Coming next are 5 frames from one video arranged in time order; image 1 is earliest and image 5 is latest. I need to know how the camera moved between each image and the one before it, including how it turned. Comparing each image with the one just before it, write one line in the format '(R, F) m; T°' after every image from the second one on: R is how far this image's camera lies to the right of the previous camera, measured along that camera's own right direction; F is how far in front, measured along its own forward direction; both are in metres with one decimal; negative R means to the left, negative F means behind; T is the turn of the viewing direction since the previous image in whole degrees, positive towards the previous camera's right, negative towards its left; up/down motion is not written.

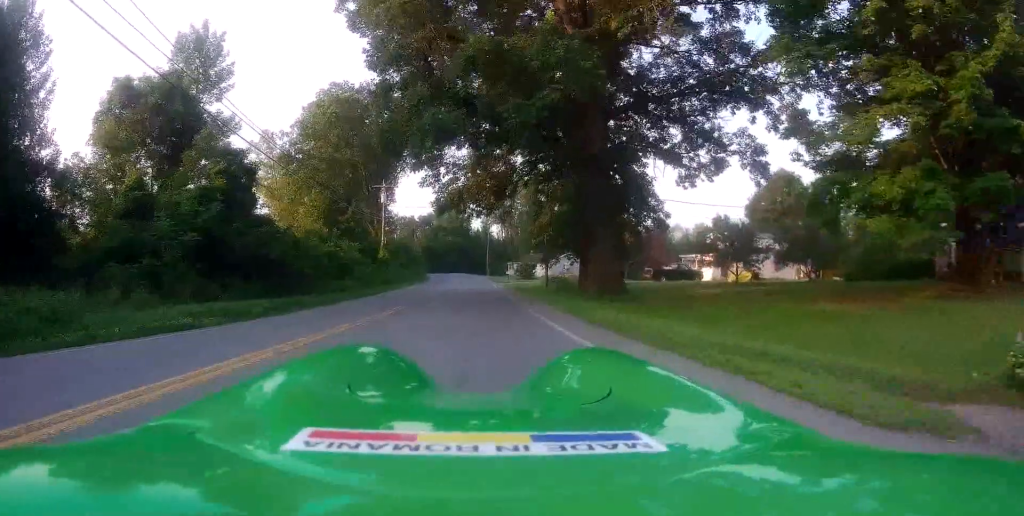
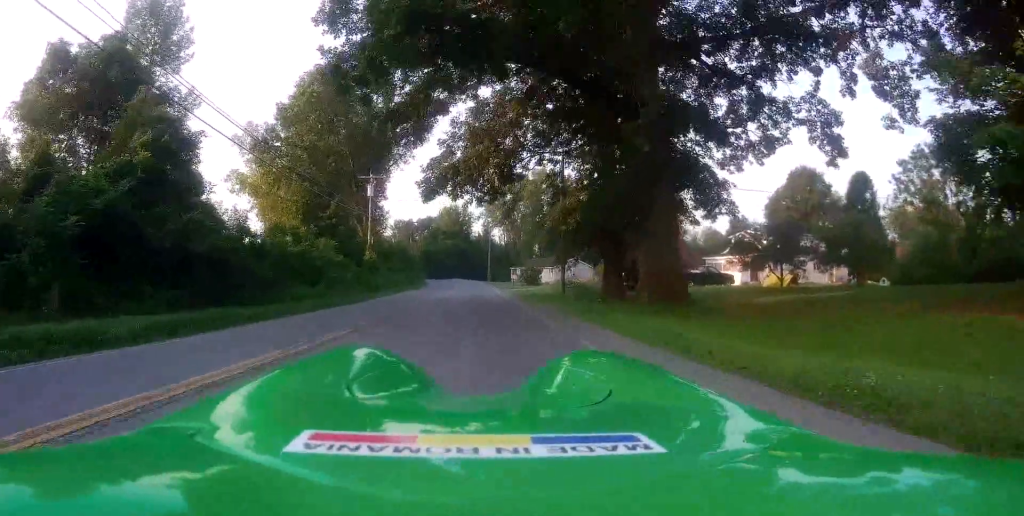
(+0.3, +7.4) m; +2°
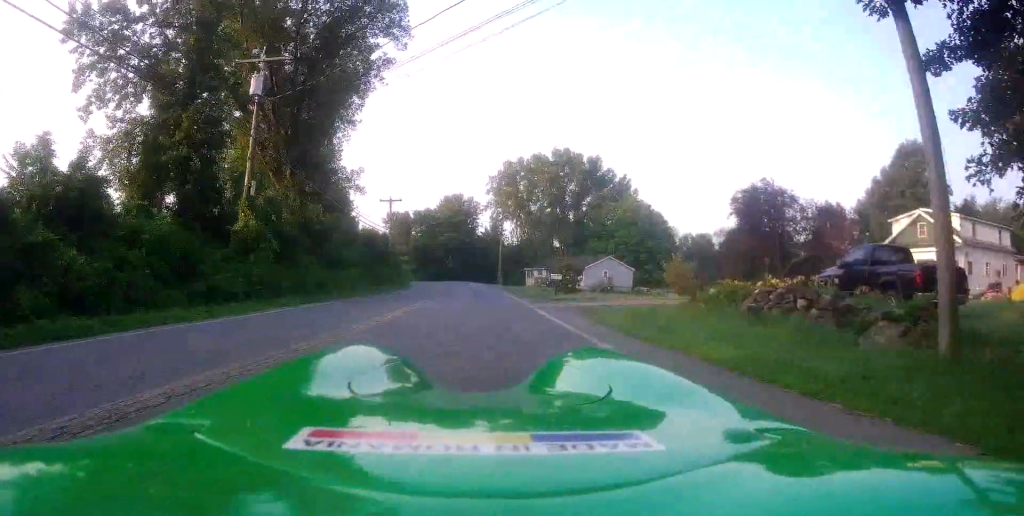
(-0.1, +27.1) m; -2°
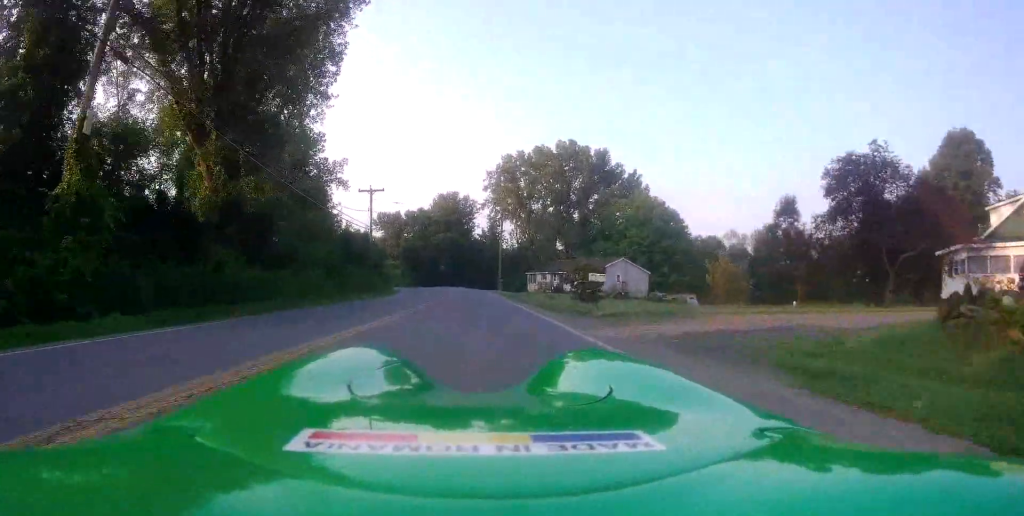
(+0.1, +10.3) m; 0°
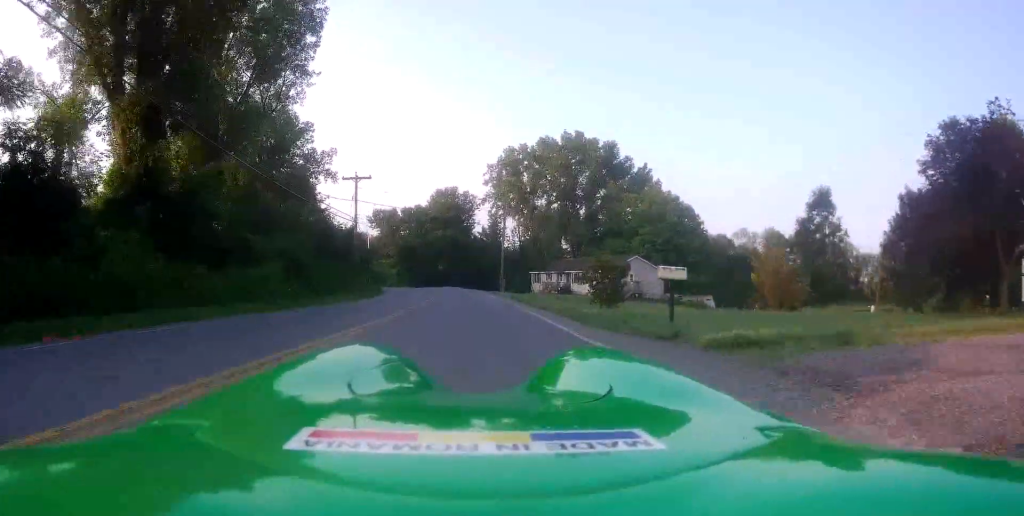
(-0.1, +6.5) m; 0°
